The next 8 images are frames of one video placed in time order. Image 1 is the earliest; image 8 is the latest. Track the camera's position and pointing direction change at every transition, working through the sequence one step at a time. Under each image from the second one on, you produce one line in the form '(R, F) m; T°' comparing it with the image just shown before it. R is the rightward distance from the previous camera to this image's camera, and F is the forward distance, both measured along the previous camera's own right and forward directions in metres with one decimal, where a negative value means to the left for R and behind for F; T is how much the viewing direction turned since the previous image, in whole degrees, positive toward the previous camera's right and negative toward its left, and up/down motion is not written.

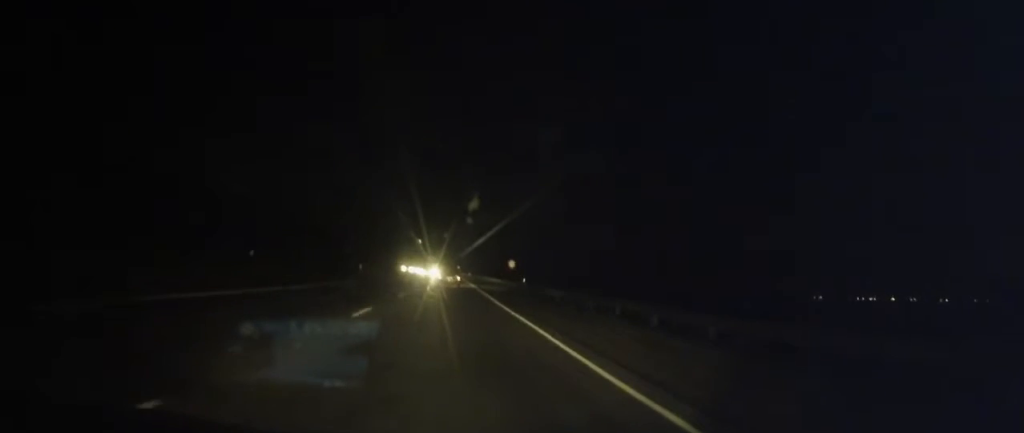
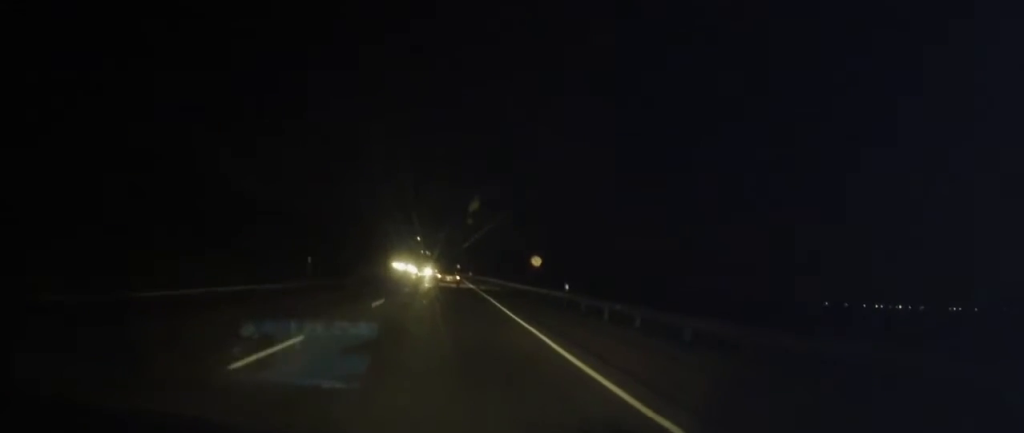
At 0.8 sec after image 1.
(+0.3, +18.5) m; 0°
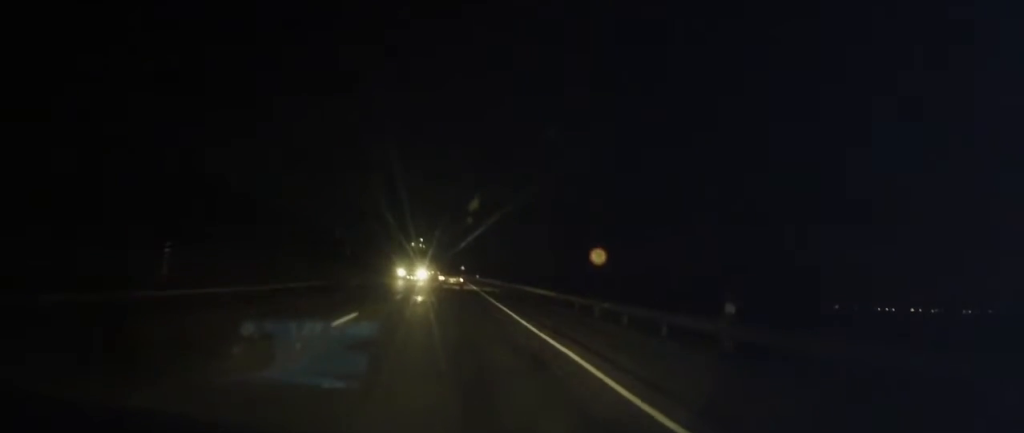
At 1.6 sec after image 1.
(-0.4, +17.9) m; -1°
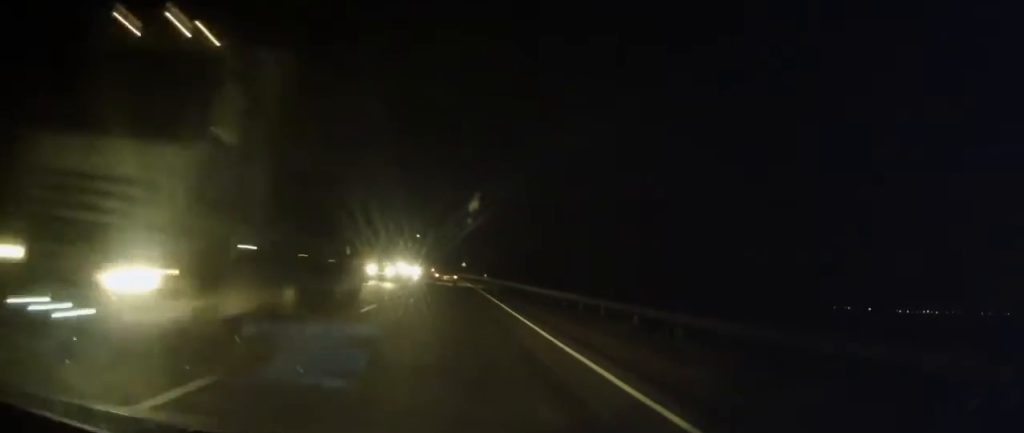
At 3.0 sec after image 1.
(-0.1, +33.0) m; 0°
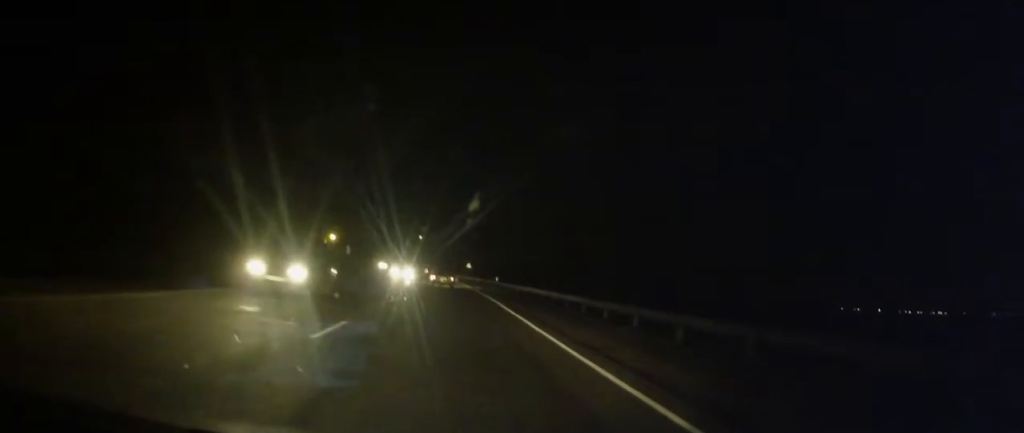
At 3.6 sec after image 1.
(0.0, +15.7) m; 0°
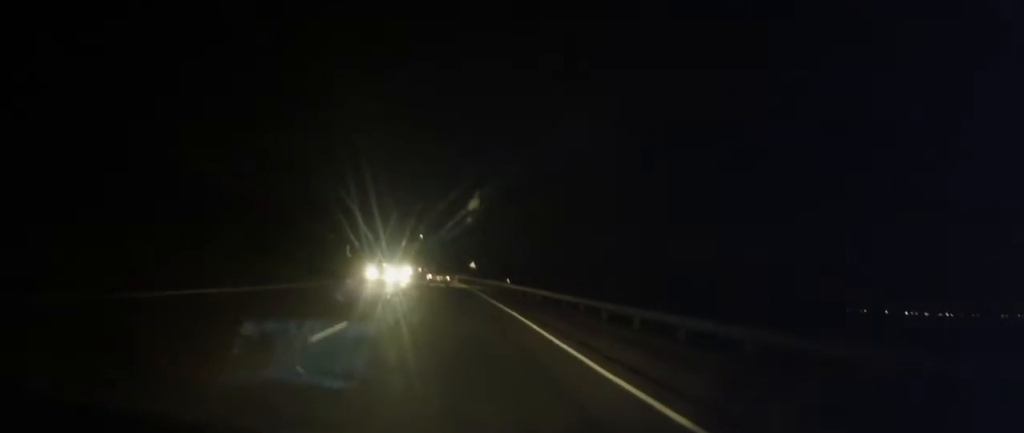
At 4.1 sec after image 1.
(0.0, +11.8) m; 0°
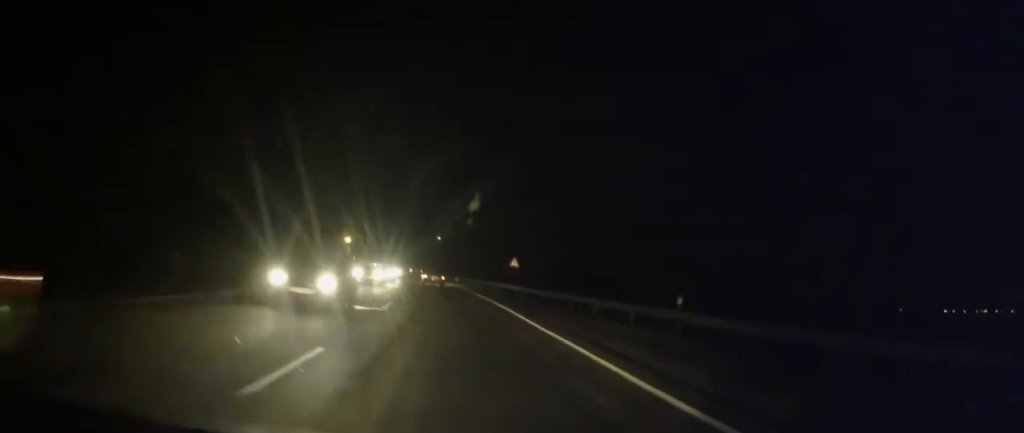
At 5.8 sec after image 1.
(0.0, +39.2) m; 0°
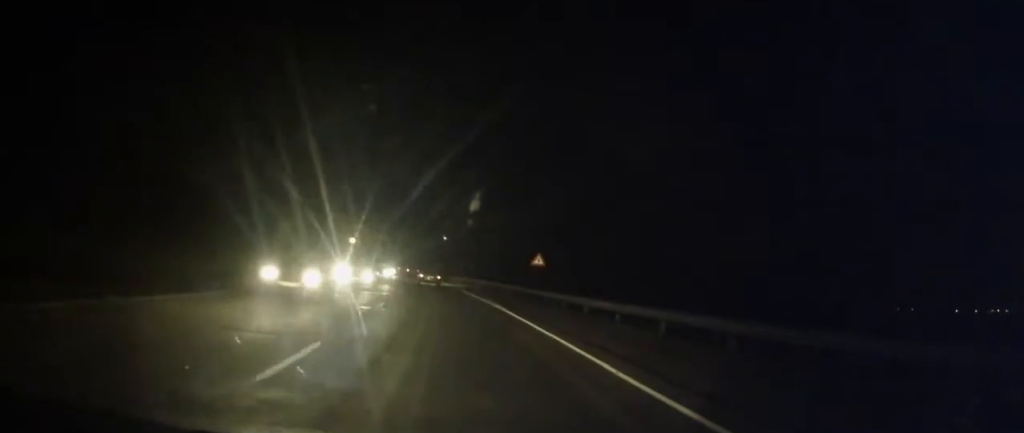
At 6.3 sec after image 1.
(0.0, +11.8) m; 0°
